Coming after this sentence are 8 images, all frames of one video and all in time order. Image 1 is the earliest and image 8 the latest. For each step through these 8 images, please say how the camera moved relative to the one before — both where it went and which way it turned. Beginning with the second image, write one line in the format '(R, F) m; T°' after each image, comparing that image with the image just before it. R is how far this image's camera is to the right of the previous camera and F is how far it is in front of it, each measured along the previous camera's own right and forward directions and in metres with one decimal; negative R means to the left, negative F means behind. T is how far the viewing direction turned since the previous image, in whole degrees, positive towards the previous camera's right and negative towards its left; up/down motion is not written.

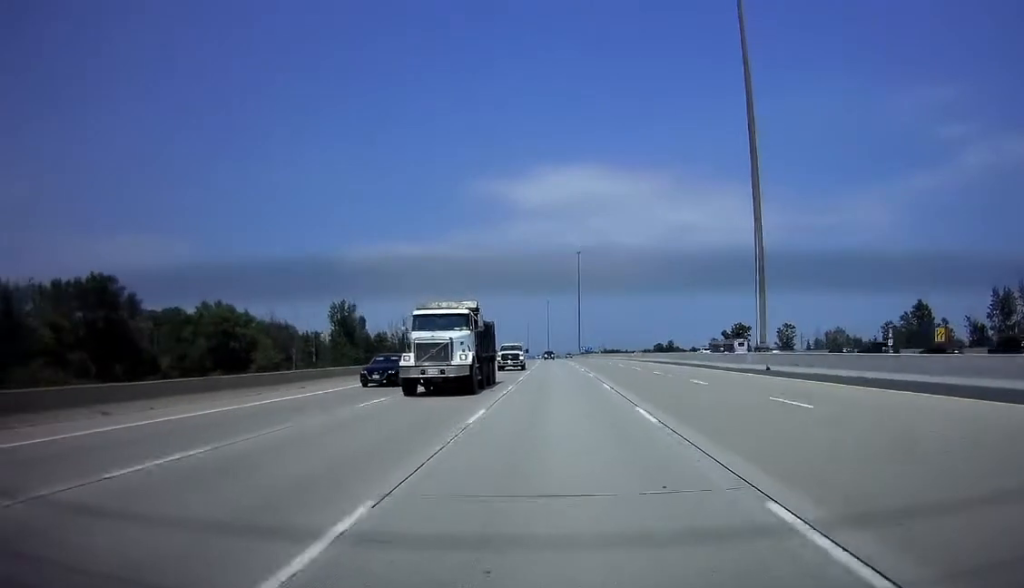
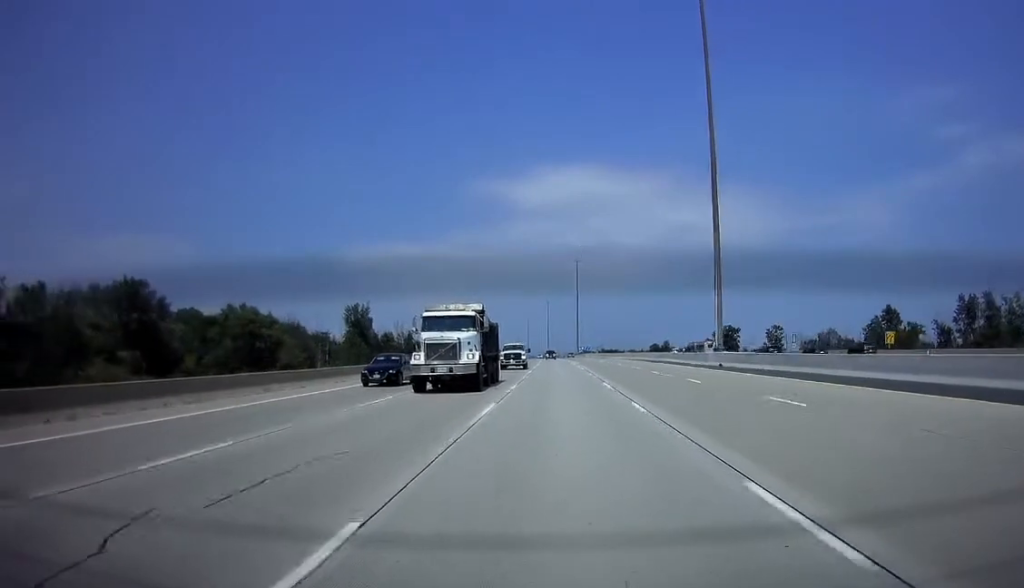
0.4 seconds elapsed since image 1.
(+0.1, +12.8) m; 0°
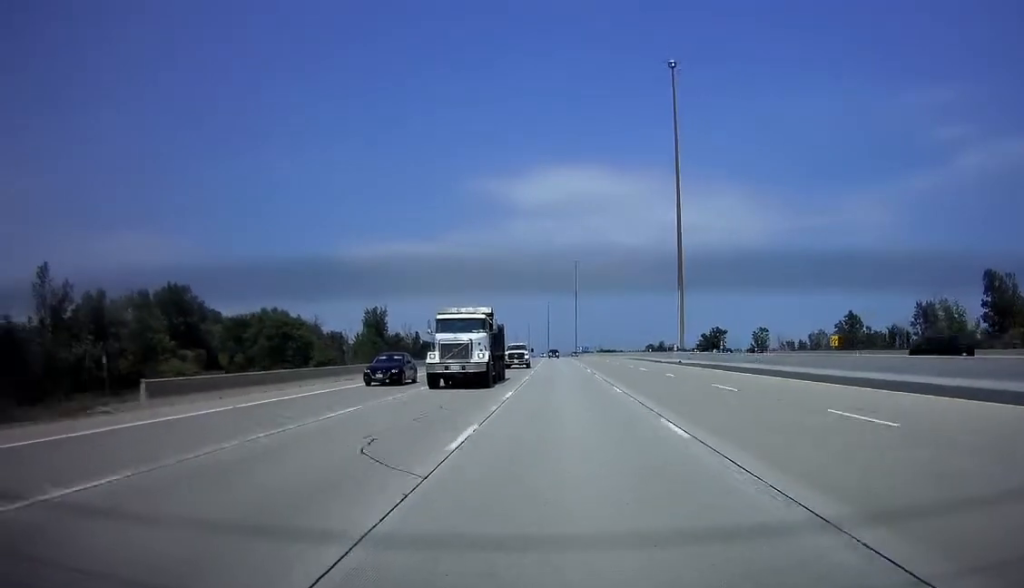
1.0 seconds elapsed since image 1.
(-0.1, +19.1) m; 0°
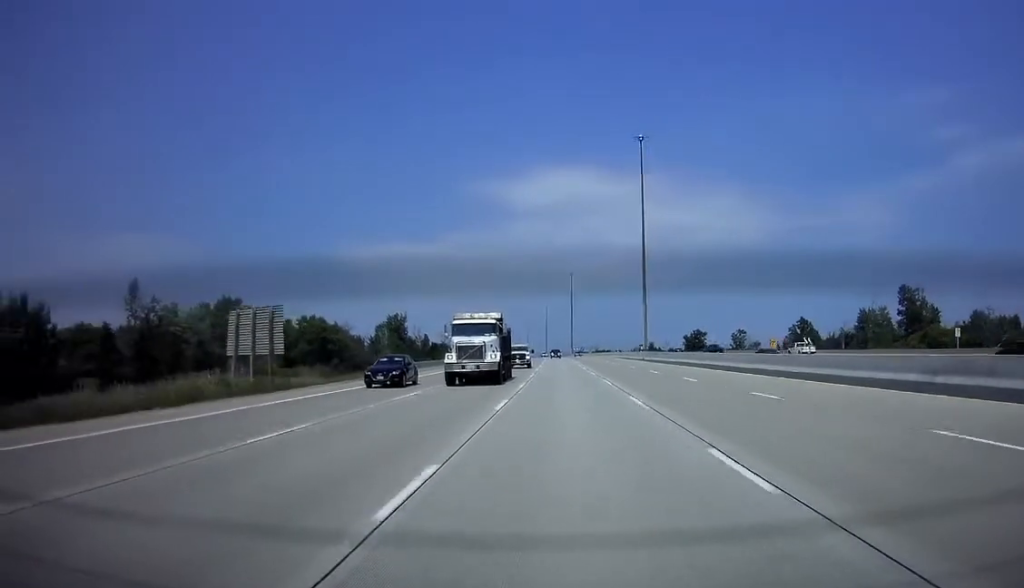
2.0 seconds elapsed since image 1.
(0.0, +30.7) m; 0°
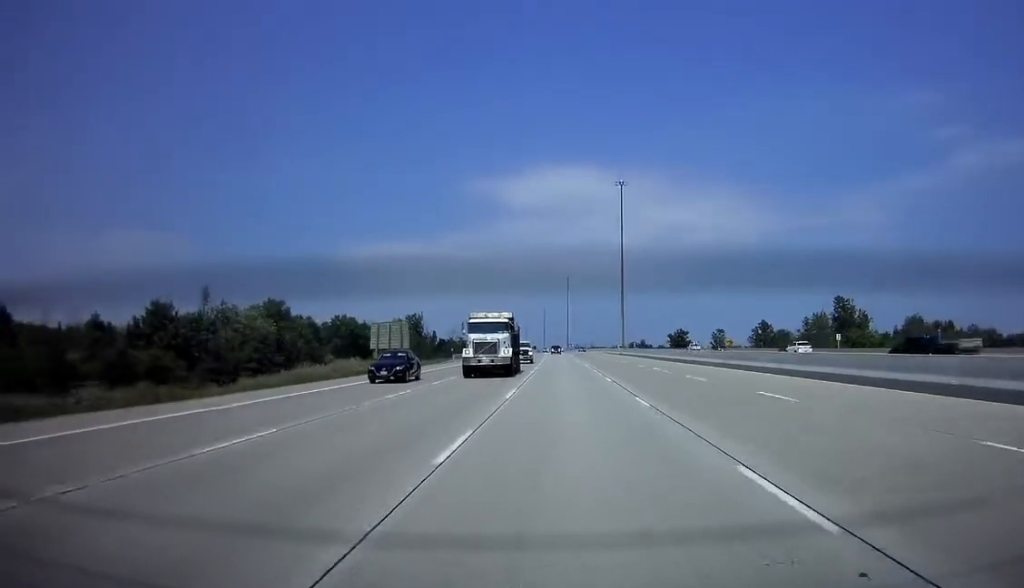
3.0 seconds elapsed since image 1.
(+0.4, +33.9) m; +1°
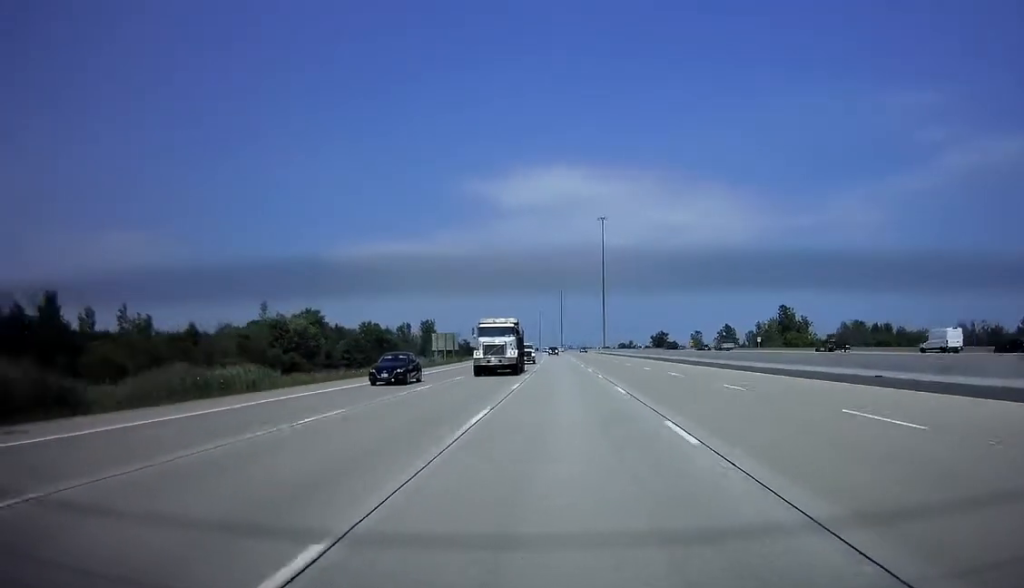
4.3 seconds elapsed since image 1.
(-0.1, +40.2) m; 0°
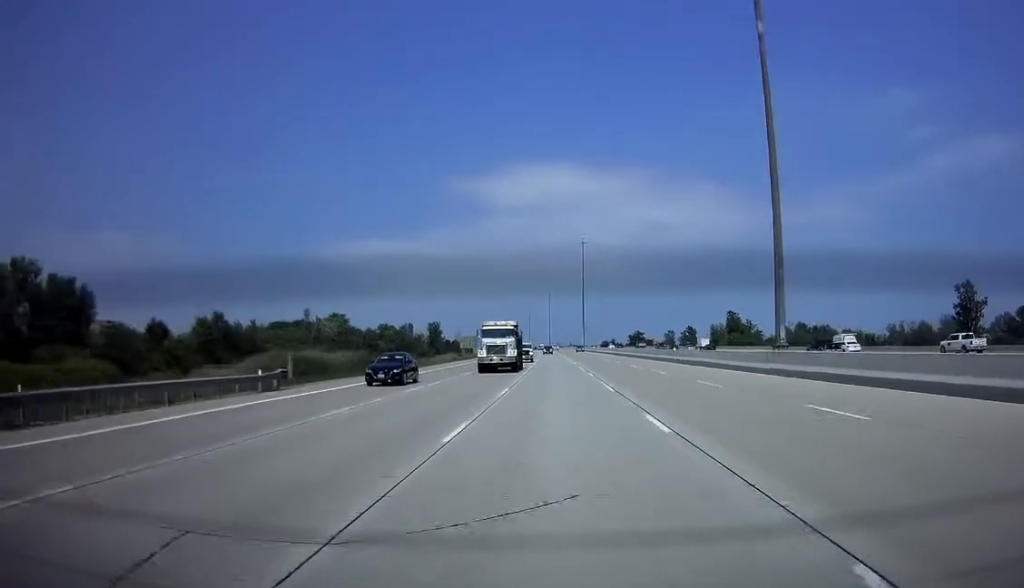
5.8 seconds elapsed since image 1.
(+0.5, +48.7) m; +1°
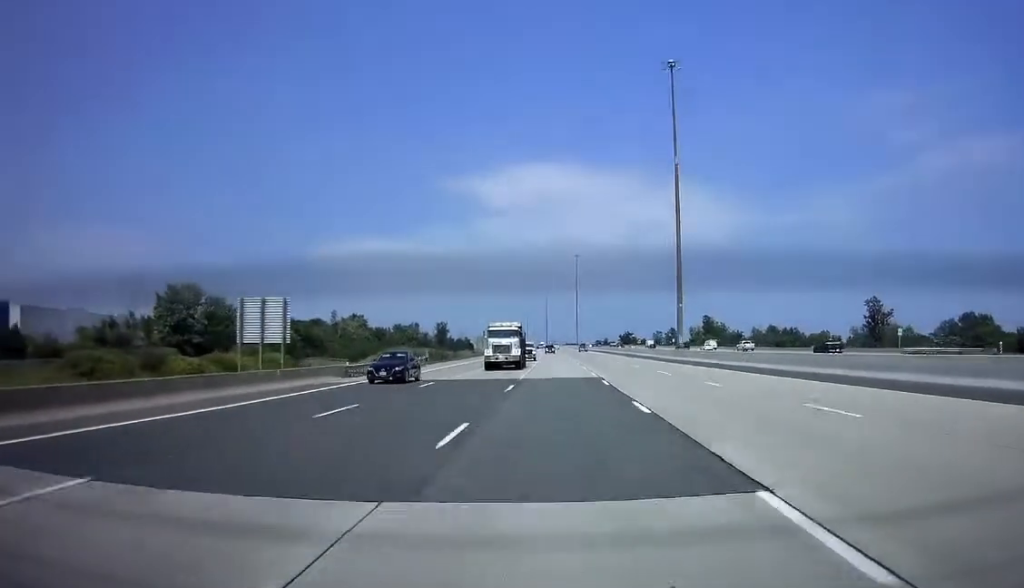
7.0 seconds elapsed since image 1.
(+0.2, +35.9) m; 0°
